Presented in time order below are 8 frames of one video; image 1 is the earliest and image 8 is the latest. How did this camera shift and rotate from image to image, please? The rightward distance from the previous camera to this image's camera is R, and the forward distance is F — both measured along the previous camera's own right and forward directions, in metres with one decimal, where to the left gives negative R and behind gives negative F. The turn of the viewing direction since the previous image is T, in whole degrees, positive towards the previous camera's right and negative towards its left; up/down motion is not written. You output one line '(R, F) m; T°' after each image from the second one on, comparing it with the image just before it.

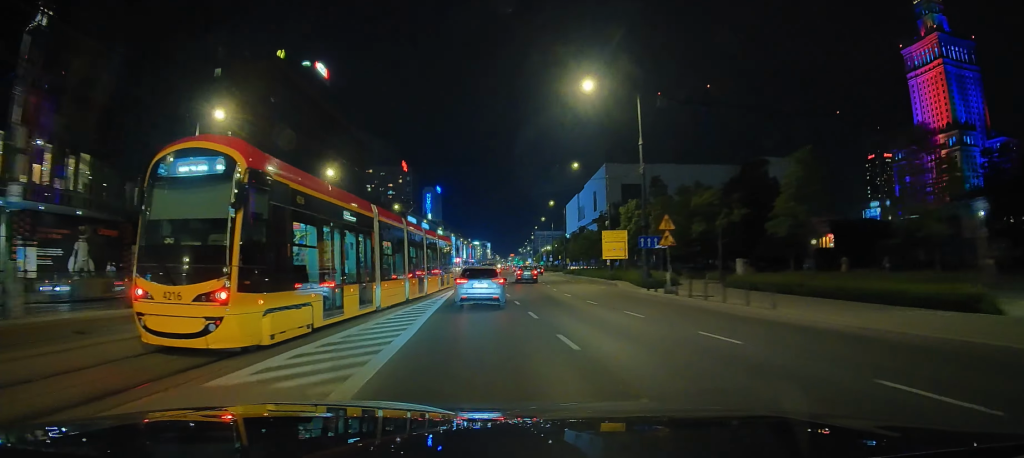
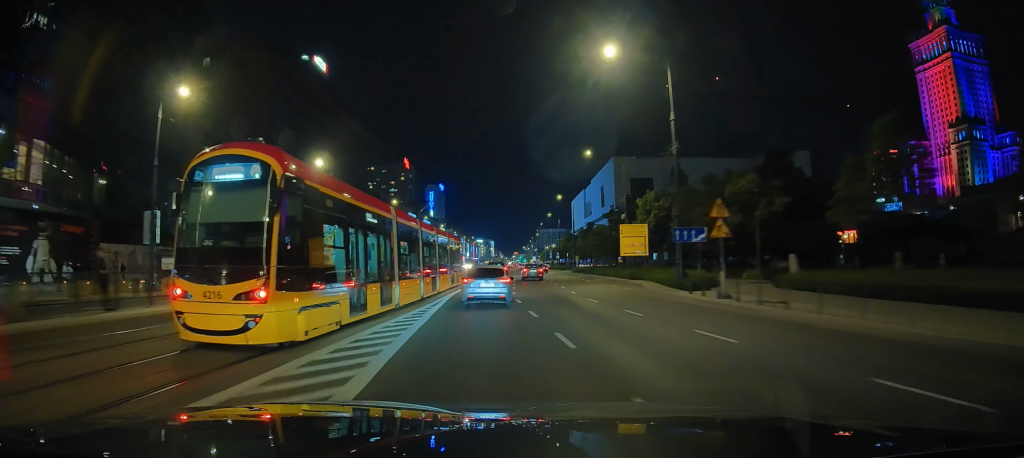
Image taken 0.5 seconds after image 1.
(-0.3, +5.8) m; 0°
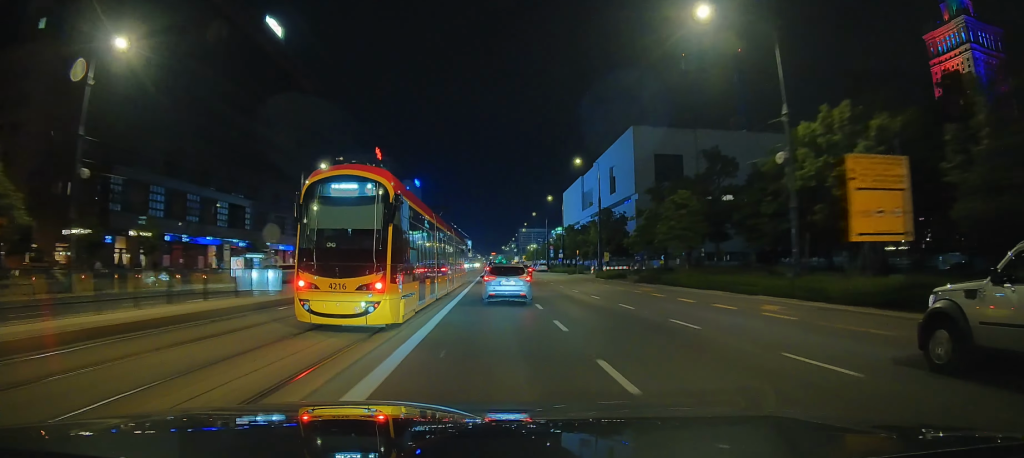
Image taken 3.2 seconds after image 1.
(+0.3, +33.3) m; +1°
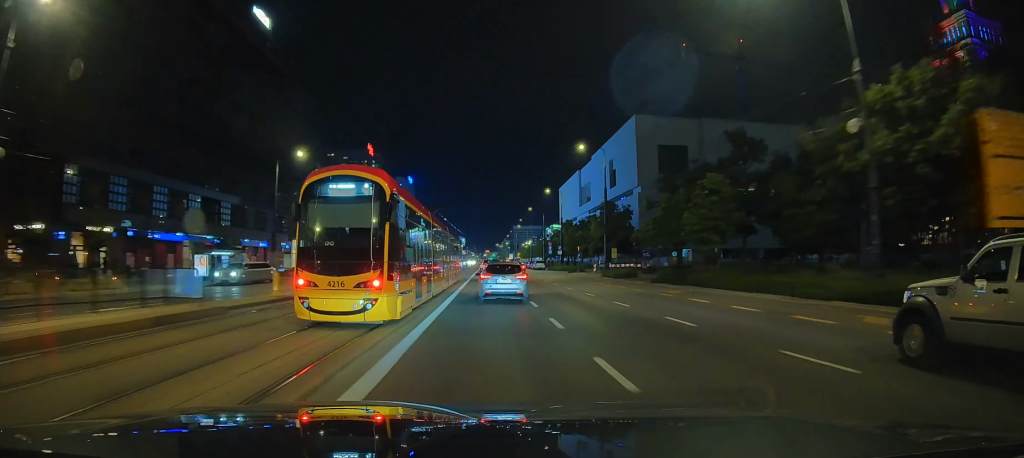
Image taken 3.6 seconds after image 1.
(0.0, +6.1) m; +1°
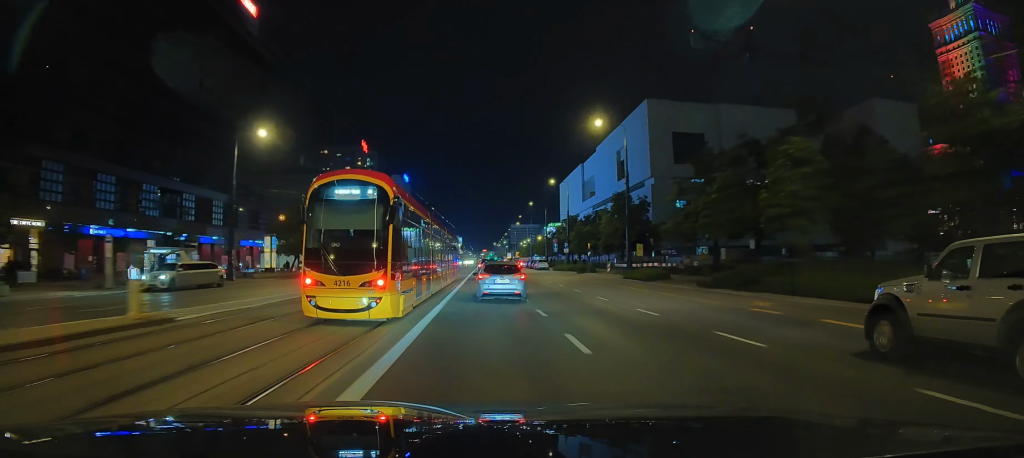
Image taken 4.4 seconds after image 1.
(+0.1, +10.0) m; +1°
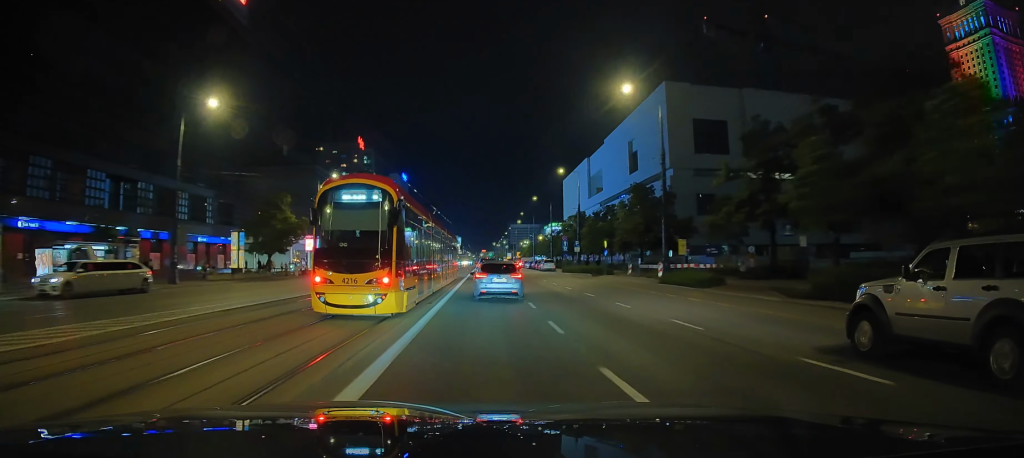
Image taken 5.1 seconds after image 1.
(0.0, +9.2) m; +1°
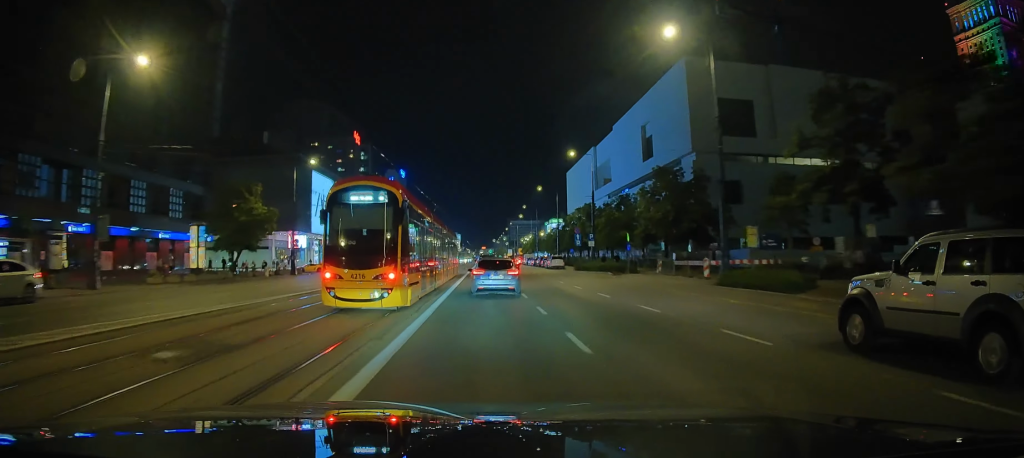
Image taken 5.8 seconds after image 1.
(0.0, +9.2) m; 0°
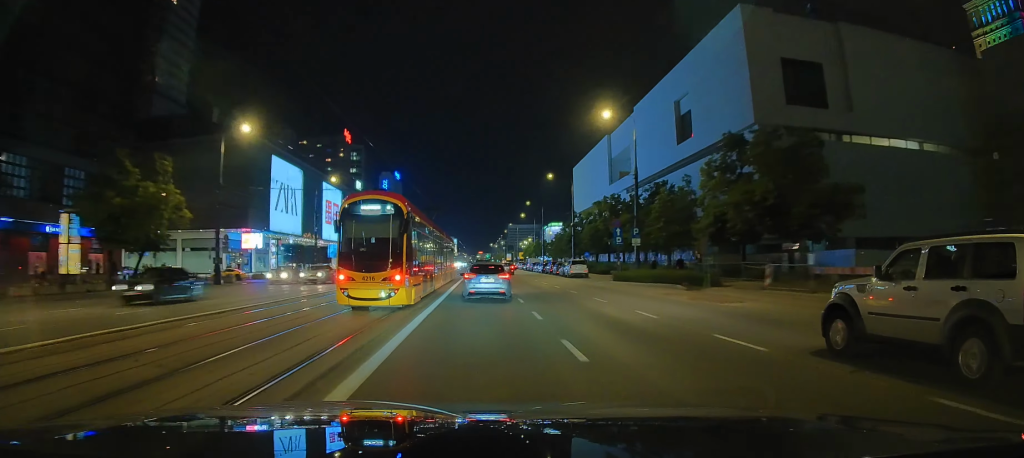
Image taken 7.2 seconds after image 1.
(-0.1, +18.1) m; 0°
